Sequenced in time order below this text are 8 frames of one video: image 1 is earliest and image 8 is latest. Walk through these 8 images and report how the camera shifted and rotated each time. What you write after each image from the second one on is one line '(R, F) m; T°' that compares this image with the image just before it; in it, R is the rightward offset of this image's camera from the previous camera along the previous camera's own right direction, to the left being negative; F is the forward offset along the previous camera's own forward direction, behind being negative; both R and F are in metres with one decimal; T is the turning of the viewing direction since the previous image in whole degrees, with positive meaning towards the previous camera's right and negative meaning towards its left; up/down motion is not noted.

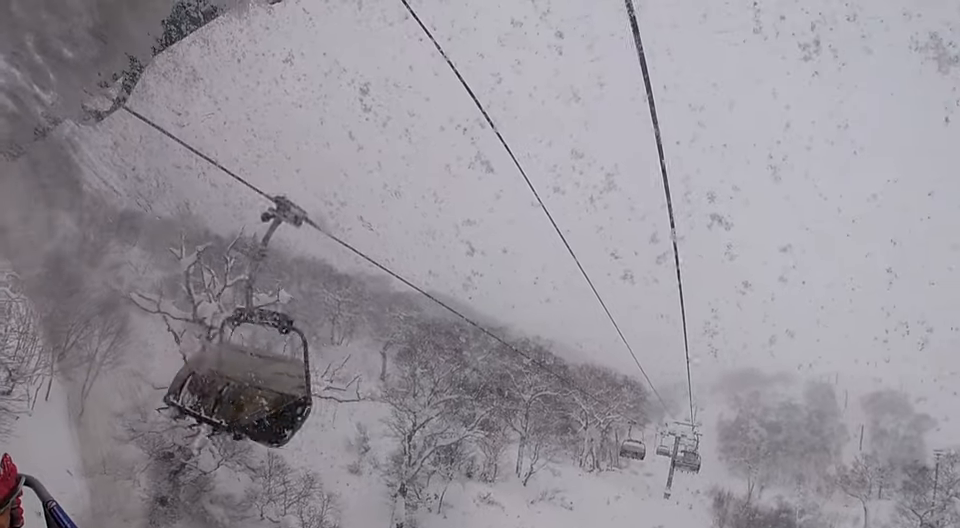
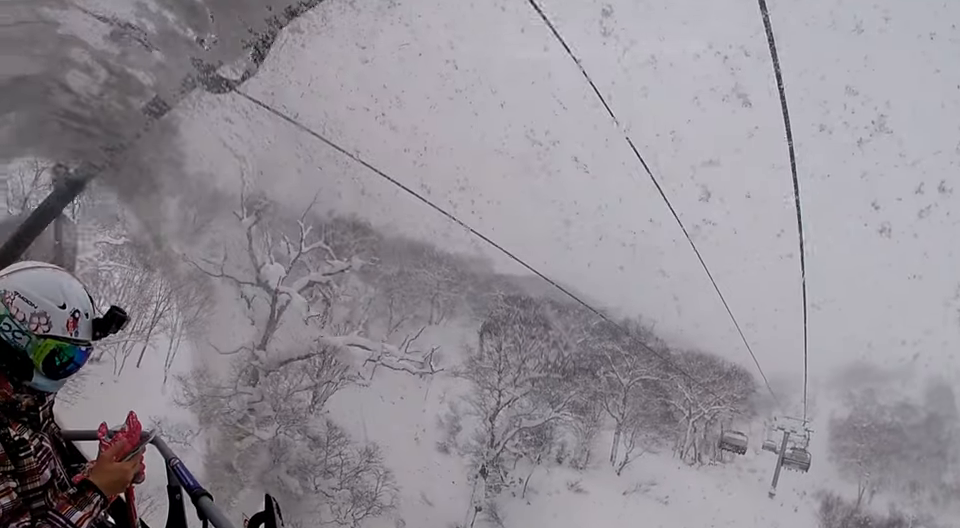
(+0.1, +2.3) m; +3°
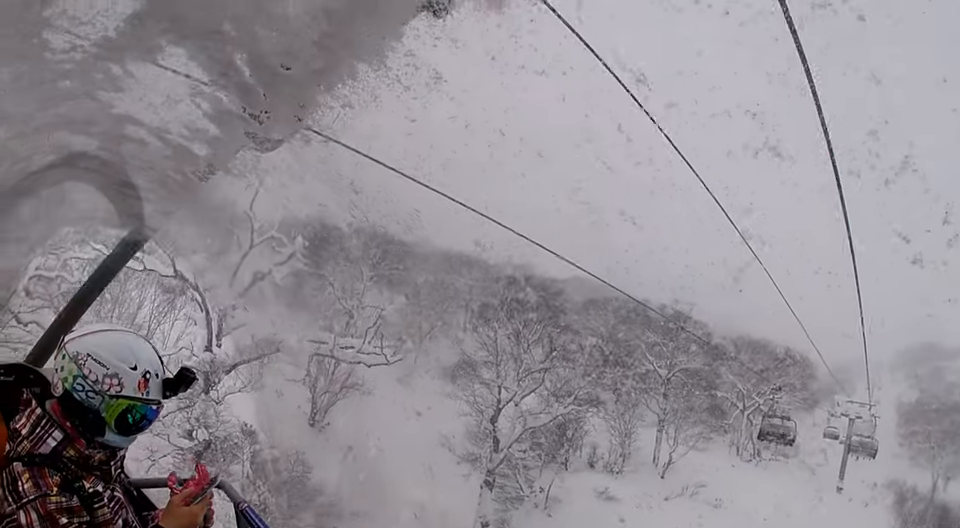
(+0.2, +5.4) m; +2°
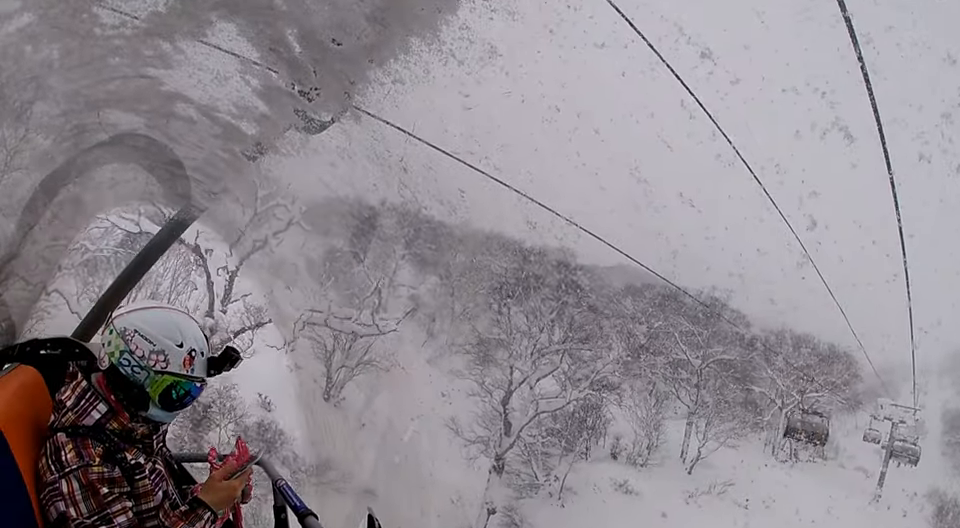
(0.0, +2.0) m; 0°
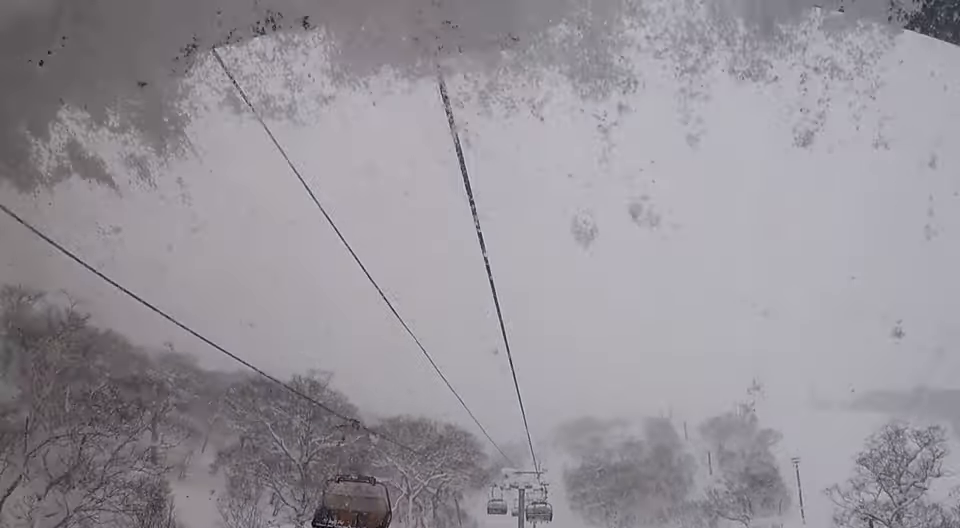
(0.0, +6.9) m; +1°
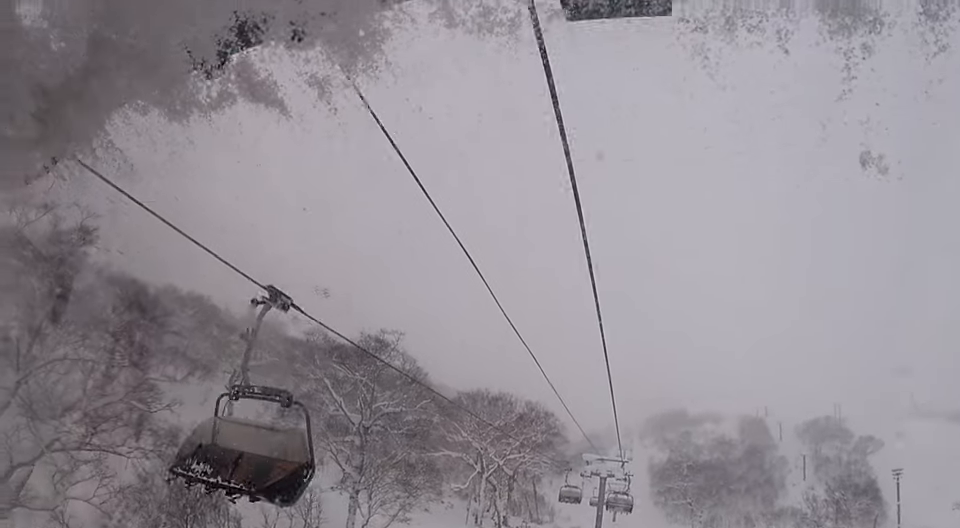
(0.0, +3.9) m; 0°
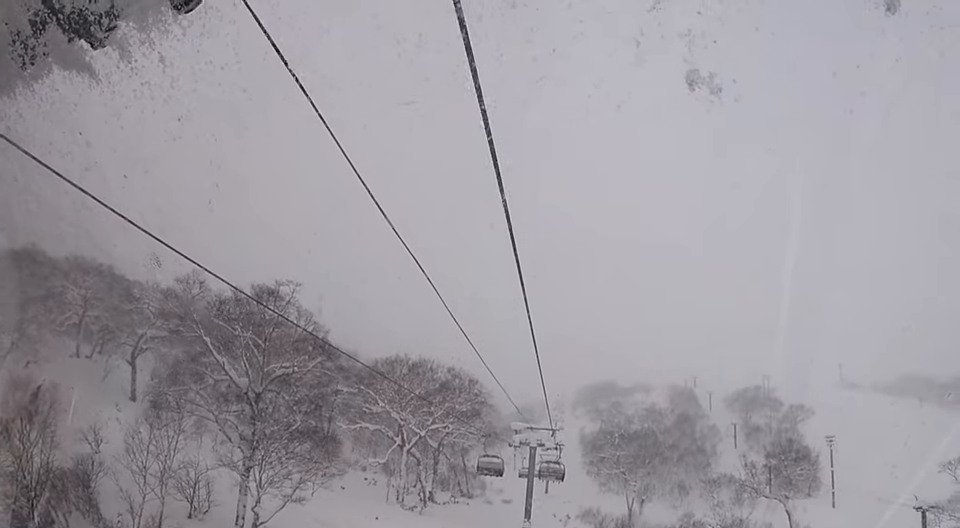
(-0.1, +4.5) m; -1°
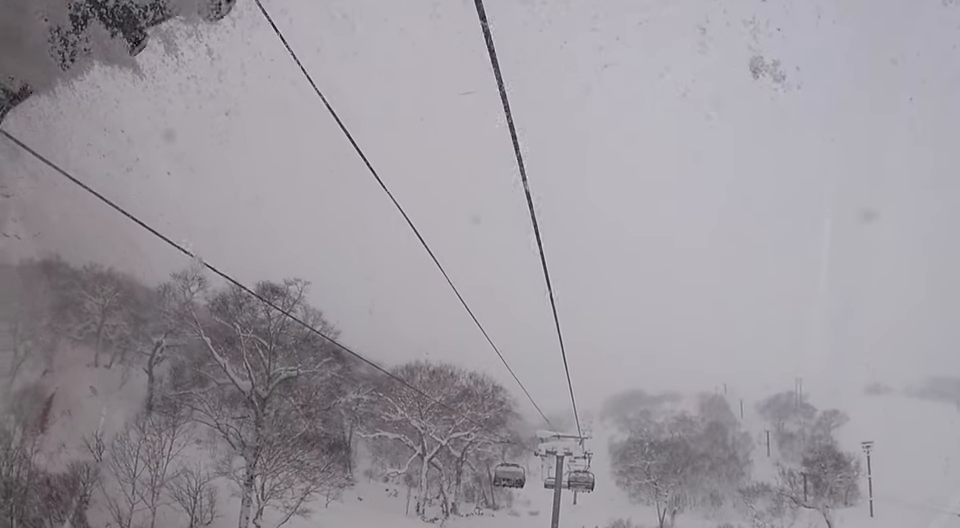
(0.0, +2.2) m; 0°
